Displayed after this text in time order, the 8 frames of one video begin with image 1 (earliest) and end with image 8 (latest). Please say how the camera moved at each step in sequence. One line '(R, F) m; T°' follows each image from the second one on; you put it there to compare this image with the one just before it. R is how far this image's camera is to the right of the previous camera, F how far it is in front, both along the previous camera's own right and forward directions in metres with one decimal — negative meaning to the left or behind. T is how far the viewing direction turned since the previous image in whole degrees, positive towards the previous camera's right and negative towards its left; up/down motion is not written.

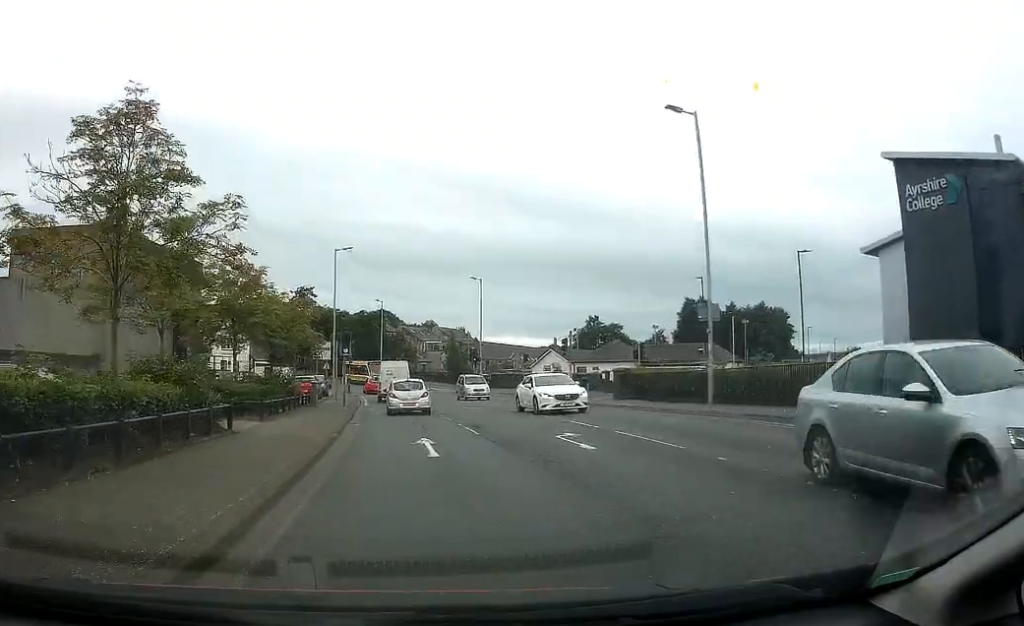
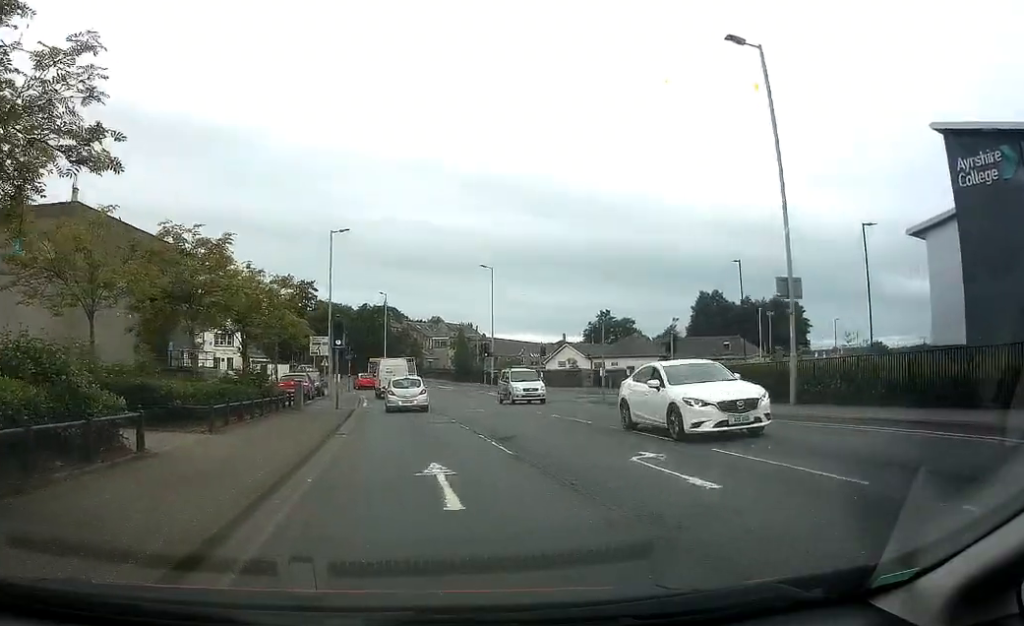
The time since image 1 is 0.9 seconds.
(+0.1, +5.5) m; +2°
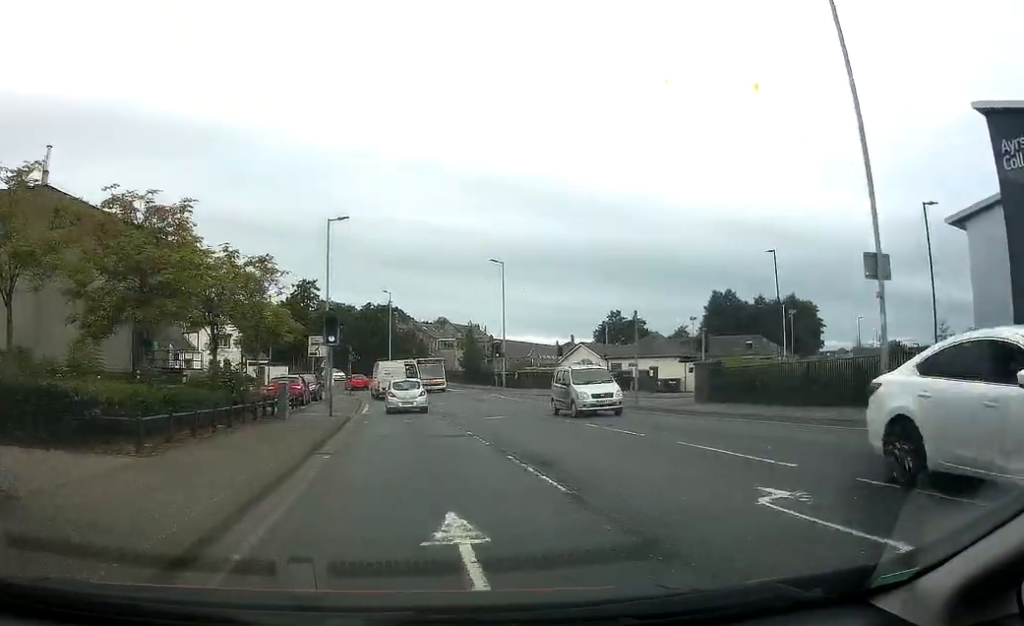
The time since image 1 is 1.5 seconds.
(+0.1, +3.9) m; +2°
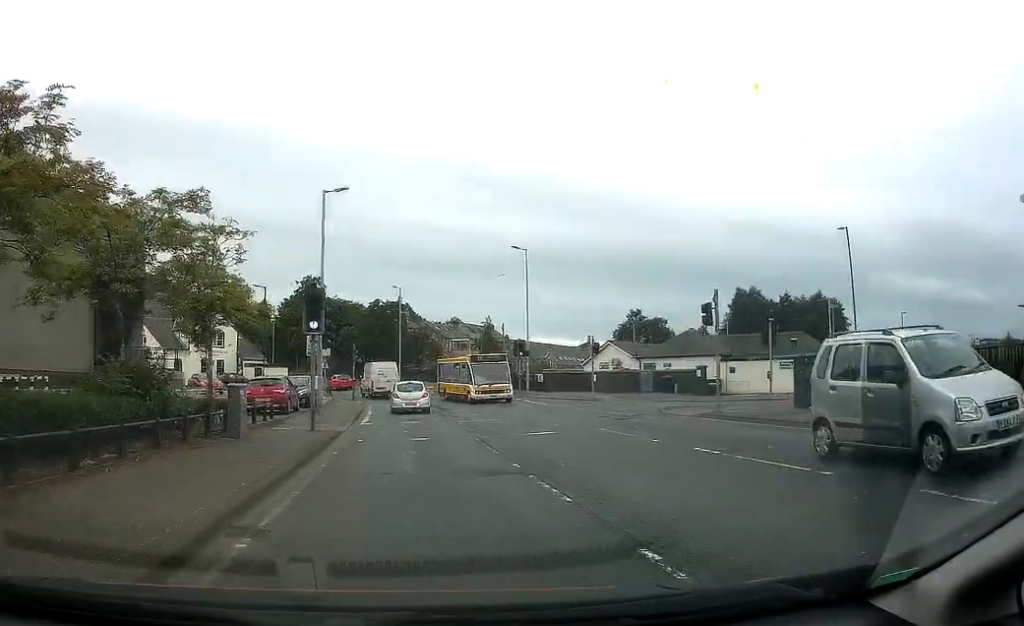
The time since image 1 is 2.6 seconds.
(0.0, +6.5) m; 0°
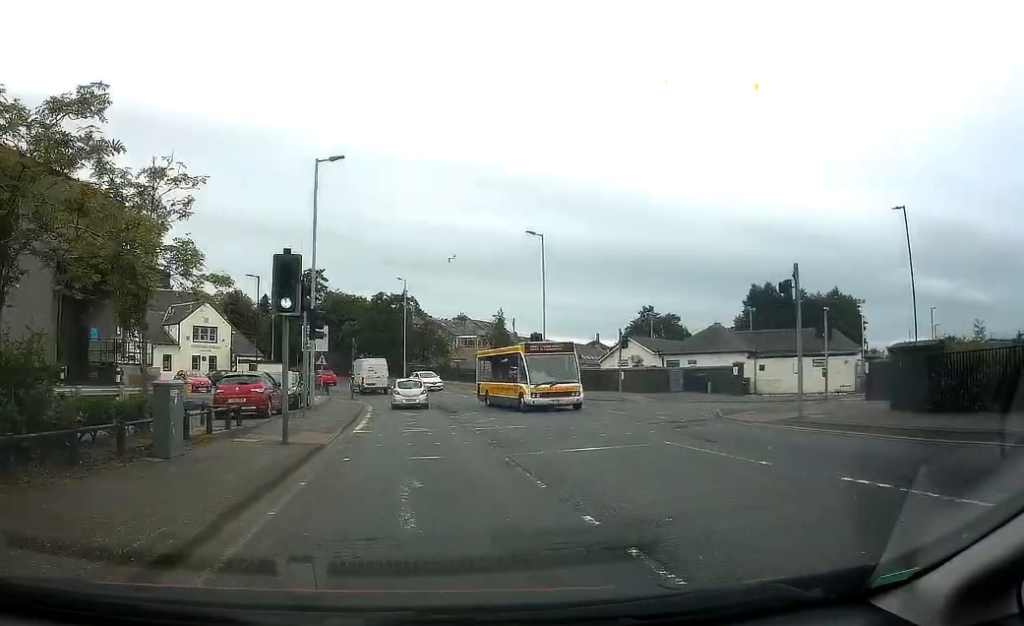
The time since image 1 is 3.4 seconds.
(+0.1, +4.5) m; -3°
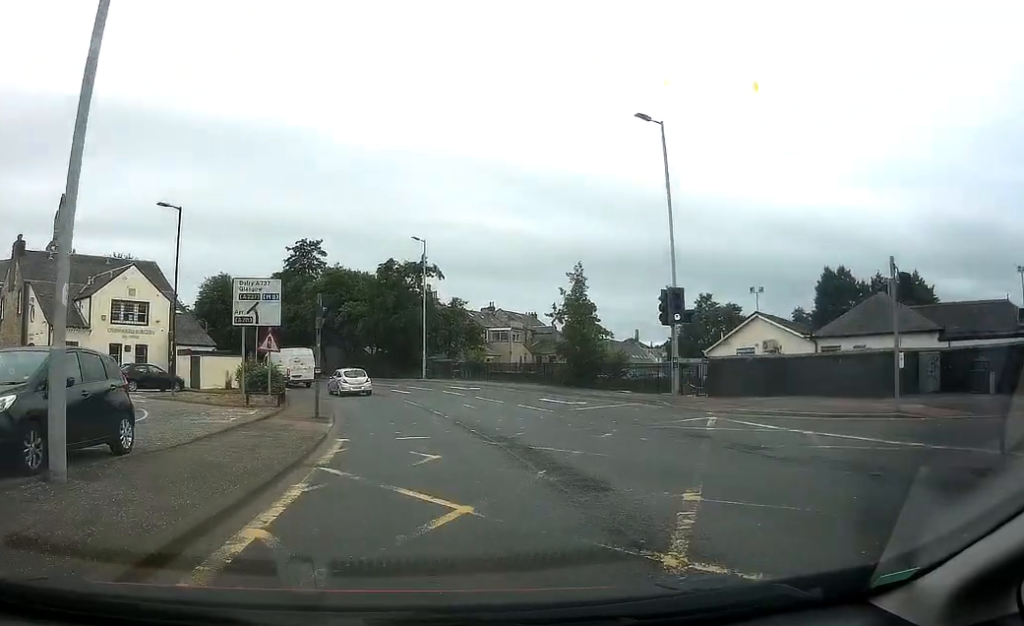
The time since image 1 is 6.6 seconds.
(-1.8, +20.3) m; -4°
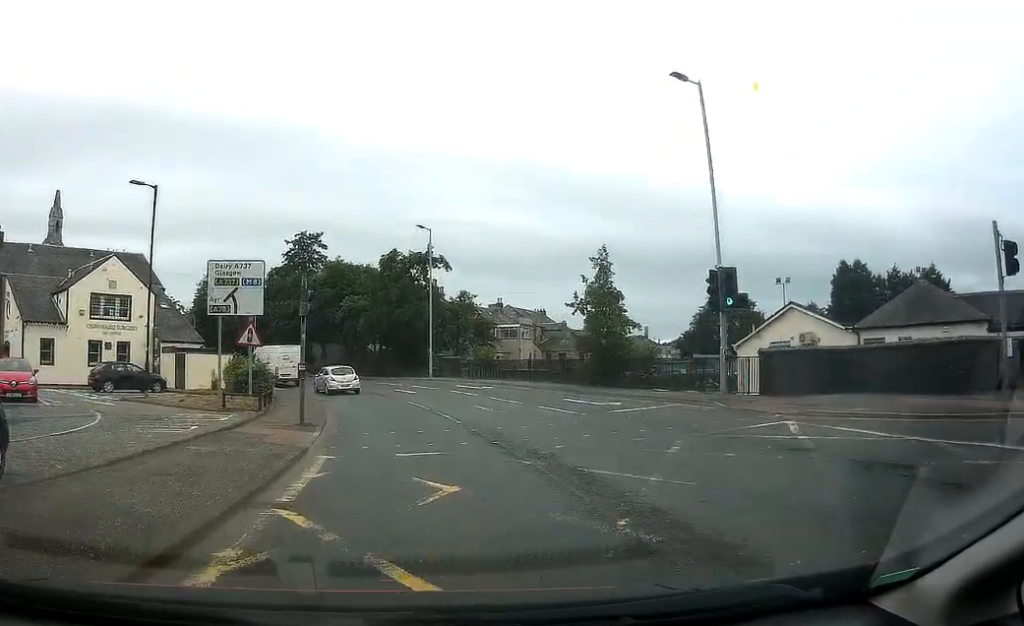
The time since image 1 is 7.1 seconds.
(+0.3, +3.6) m; 0°
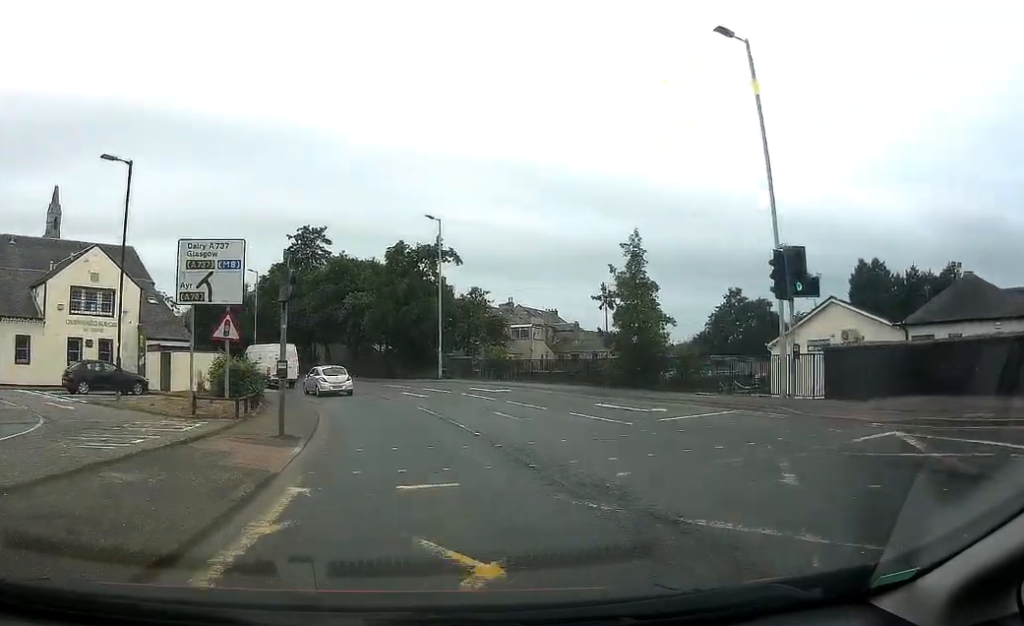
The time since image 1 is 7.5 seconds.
(+0.2, +3.1) m; 0°
